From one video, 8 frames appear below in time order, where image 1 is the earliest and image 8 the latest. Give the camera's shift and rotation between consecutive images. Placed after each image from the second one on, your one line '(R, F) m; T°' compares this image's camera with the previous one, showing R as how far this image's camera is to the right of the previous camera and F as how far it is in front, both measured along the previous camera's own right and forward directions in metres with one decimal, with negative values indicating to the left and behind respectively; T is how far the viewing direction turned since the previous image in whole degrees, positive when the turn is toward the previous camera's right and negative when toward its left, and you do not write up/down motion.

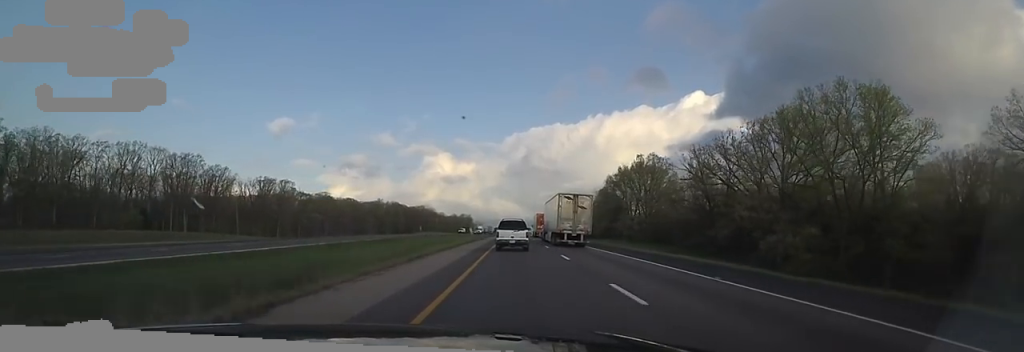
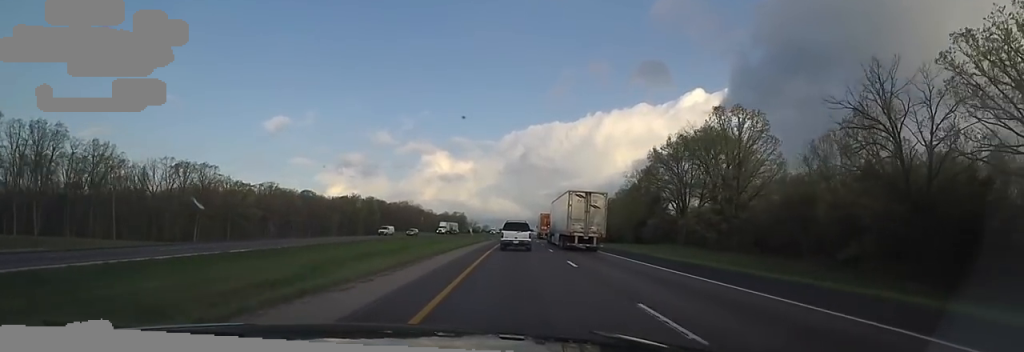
(-0.5, +39.7) m; -1°
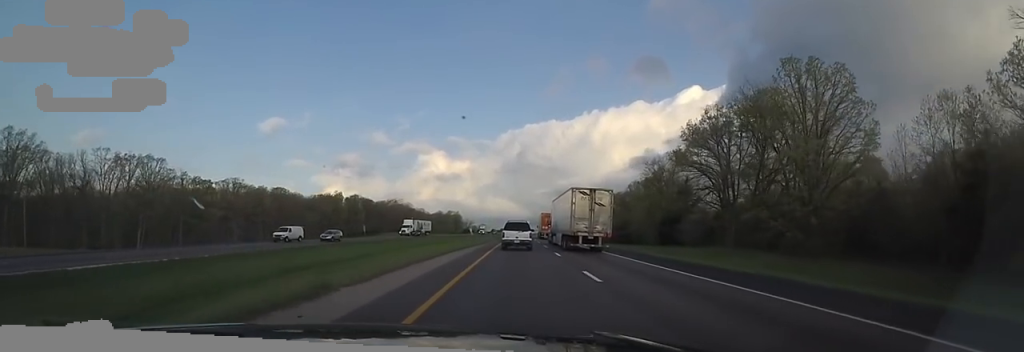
(-0.1, +17.7) m; 0°
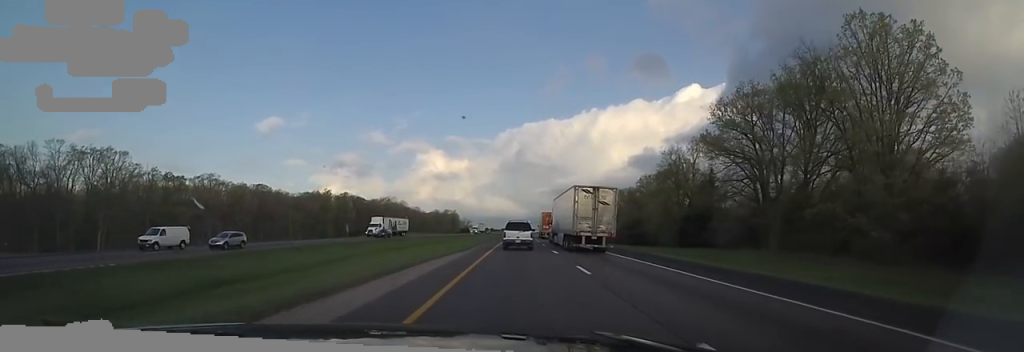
(-0.1, +10.2) m; 0°
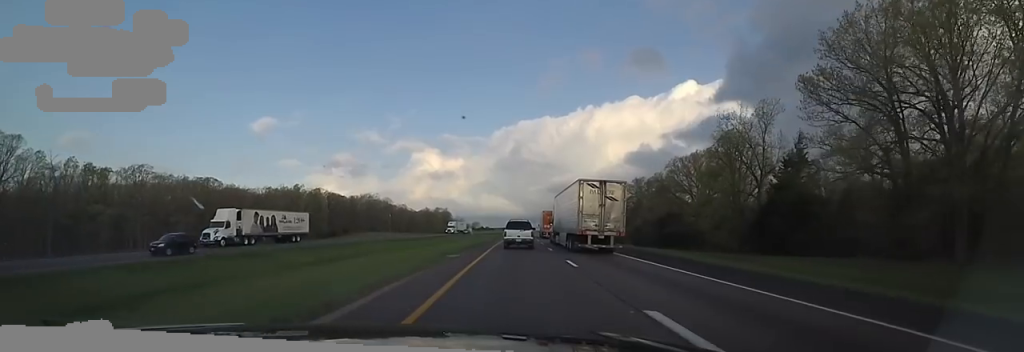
(+0.1, +22.1) m; 0°
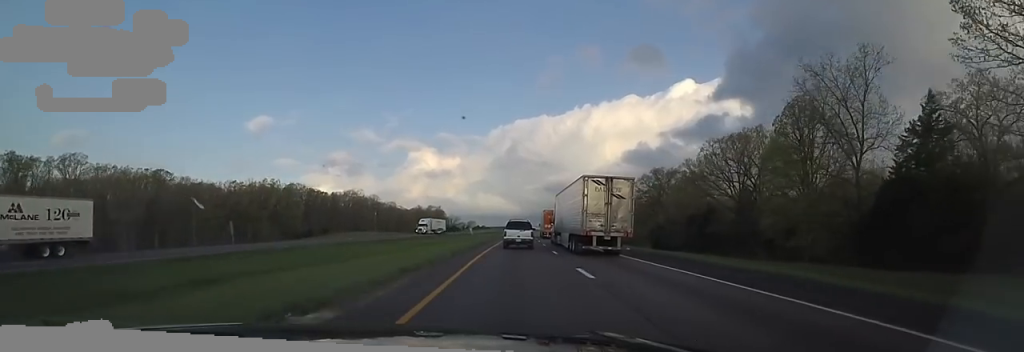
(+0.1, +16.1) m; 0°
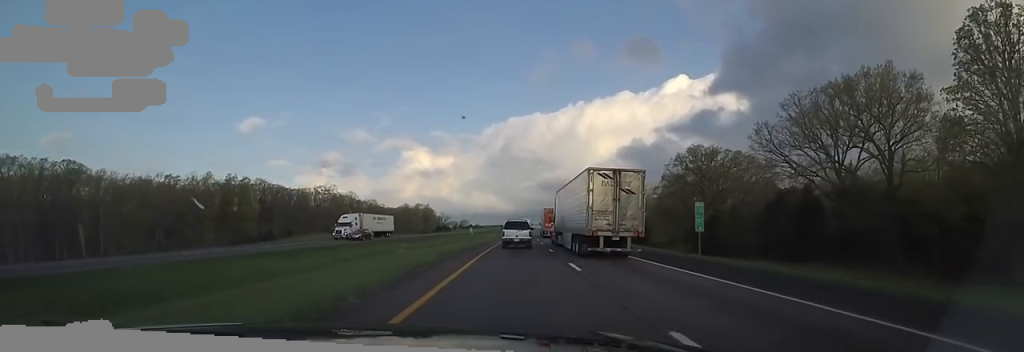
(0.0, +22.1) m; 0°
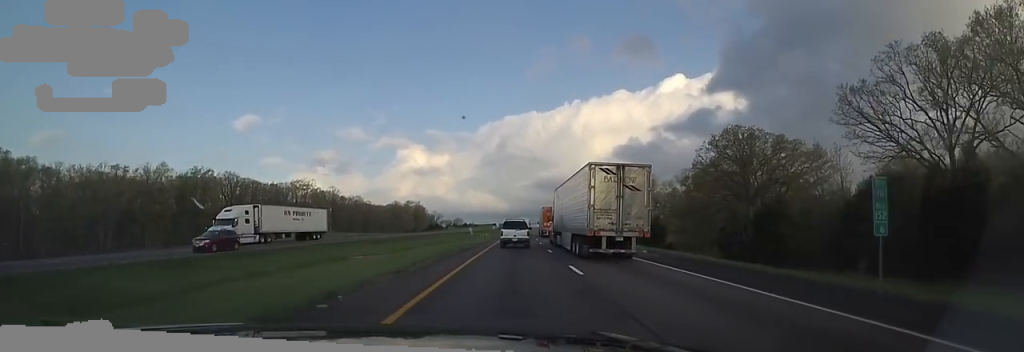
(-0.1, +13.7) m; +1°
